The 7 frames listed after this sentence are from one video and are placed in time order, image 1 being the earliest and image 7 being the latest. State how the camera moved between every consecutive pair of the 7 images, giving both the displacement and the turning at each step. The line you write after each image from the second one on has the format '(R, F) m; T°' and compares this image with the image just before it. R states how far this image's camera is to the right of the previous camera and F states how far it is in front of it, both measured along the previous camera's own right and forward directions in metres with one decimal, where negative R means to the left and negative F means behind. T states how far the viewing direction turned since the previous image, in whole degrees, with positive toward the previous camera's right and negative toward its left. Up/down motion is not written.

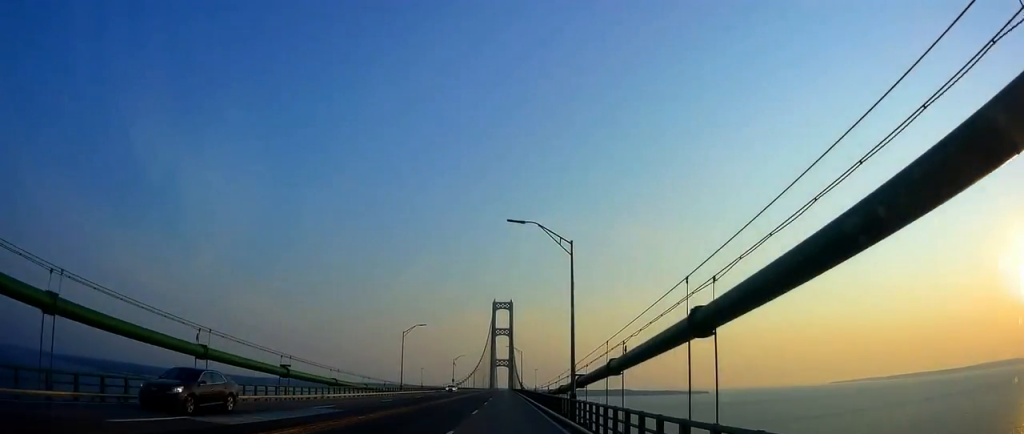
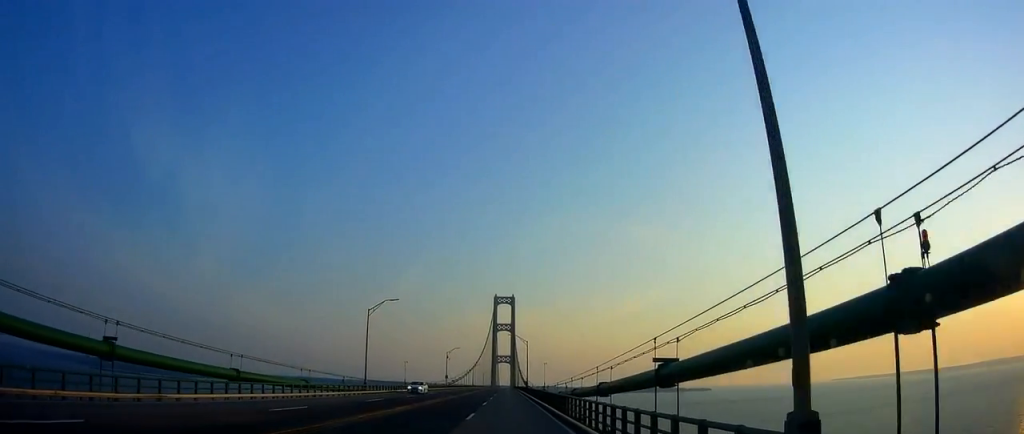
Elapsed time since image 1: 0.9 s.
(+0.1, +18.1) m; 0°
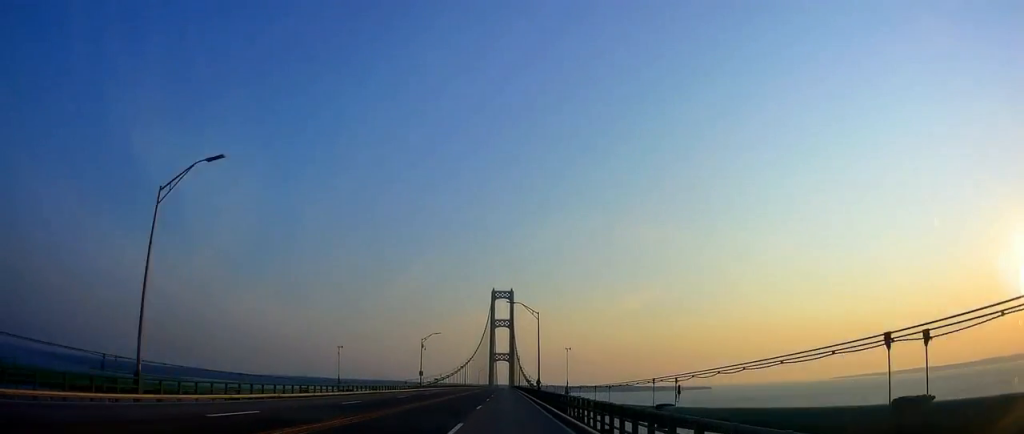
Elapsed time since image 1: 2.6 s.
(0.0, +29.0) m; 0°
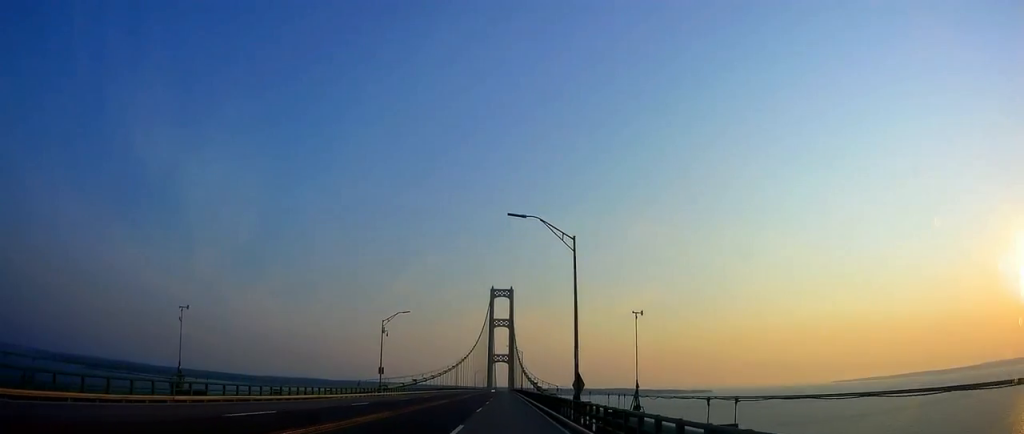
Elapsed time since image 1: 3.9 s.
(0.0, +24.2) m; 0°
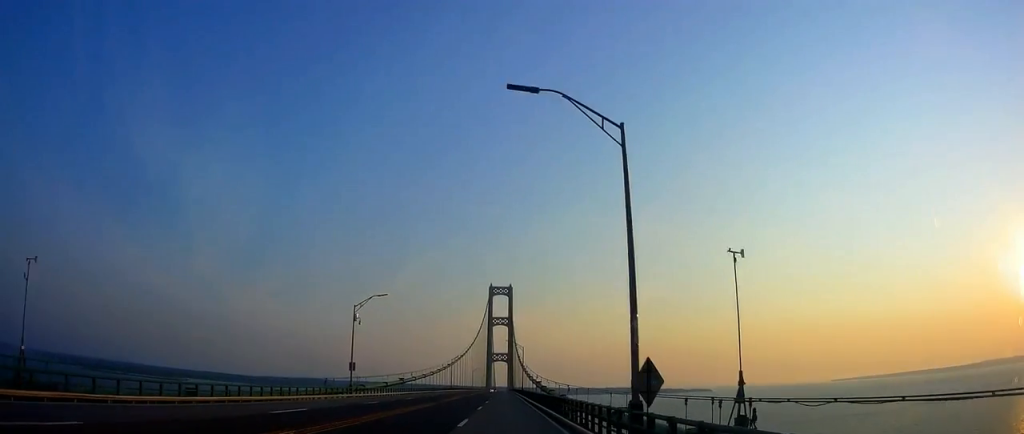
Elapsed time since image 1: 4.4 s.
(0.0, +10.3) m; 0°
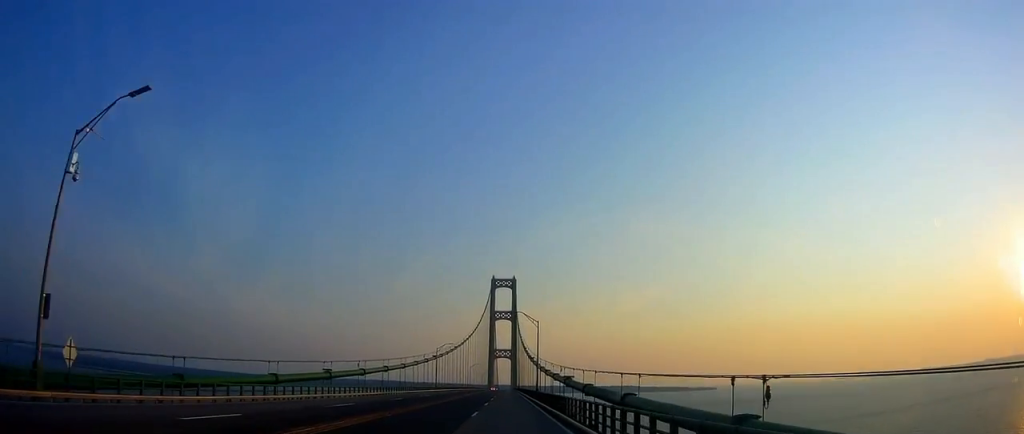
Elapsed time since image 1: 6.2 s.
(0.0, +35.1) m; 0°
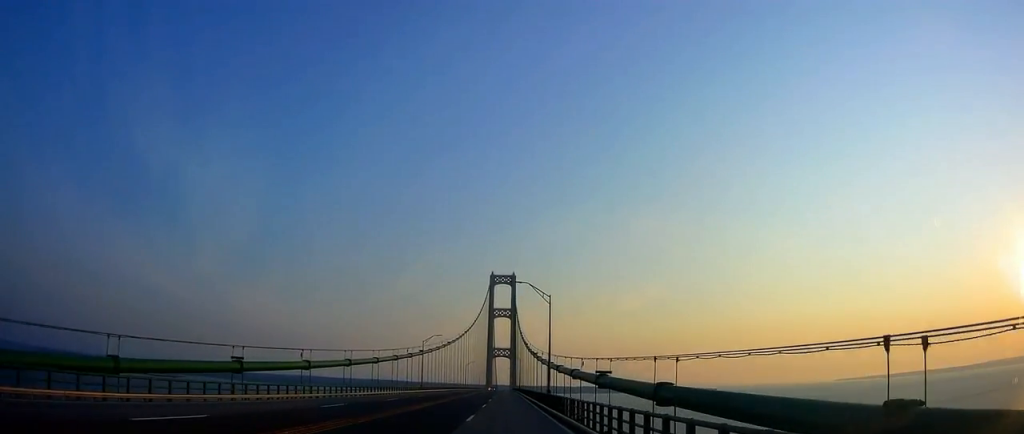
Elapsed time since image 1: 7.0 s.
(0.0, +16.7) m; 0°
